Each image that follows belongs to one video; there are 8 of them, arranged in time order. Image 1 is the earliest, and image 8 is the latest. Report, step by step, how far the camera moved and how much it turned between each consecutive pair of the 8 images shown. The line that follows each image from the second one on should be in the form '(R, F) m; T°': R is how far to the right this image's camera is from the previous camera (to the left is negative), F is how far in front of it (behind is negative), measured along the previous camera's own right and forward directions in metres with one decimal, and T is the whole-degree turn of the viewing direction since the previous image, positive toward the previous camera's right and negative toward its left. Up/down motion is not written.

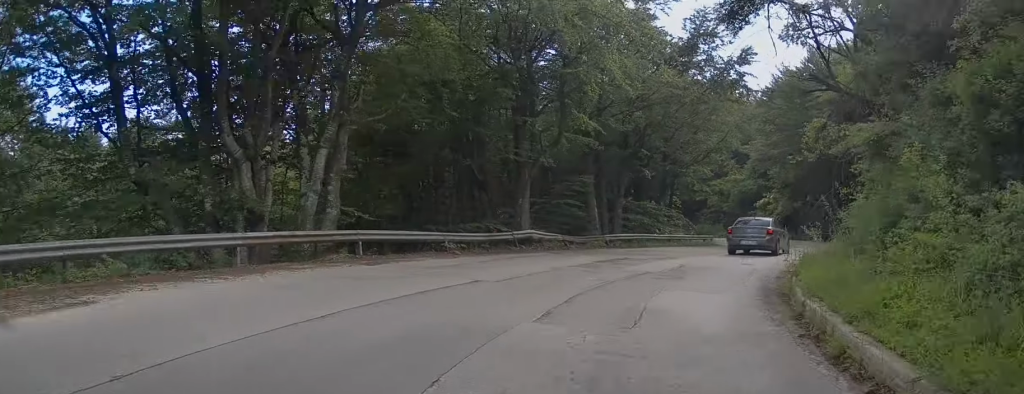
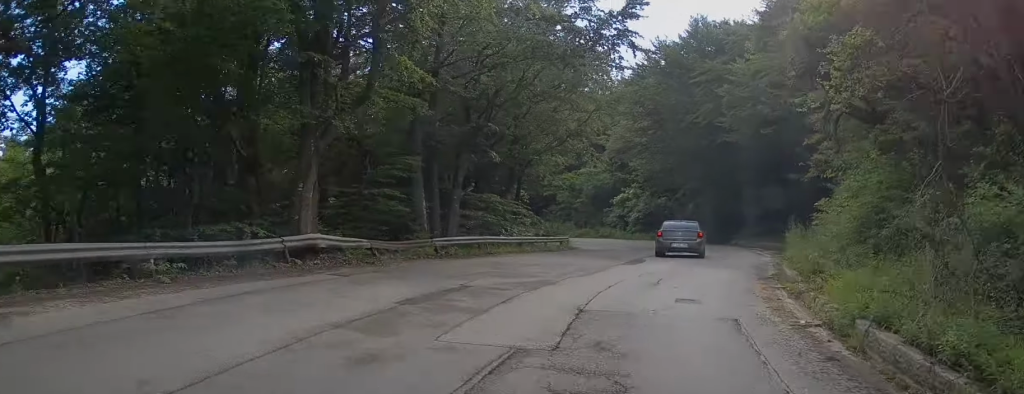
(+0.2, +8.0) m; +9°
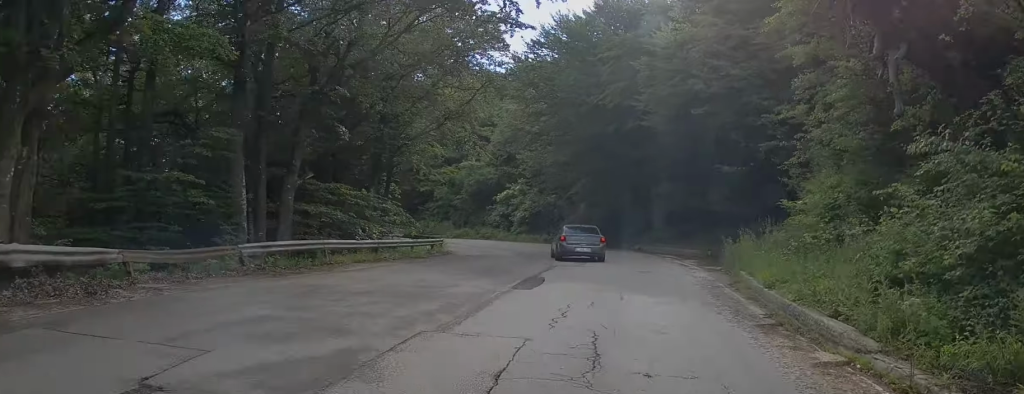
(+0.8, +6.0) m; +7°
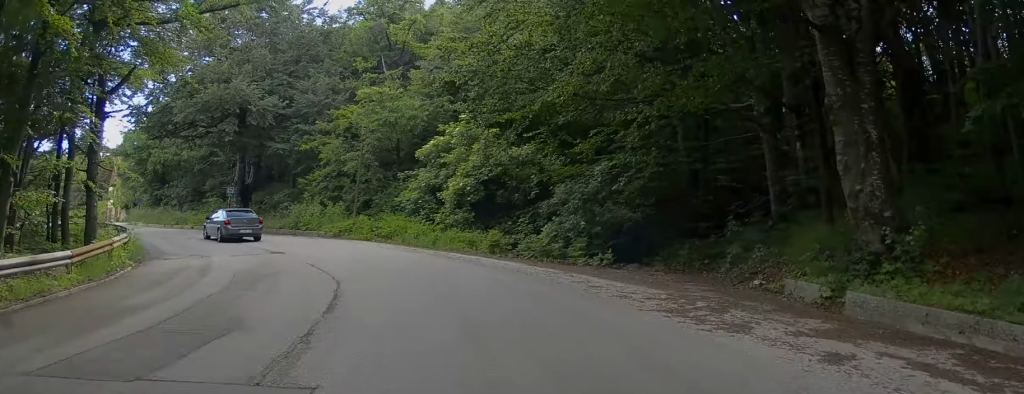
(+1.5, +27.6) m; -4°
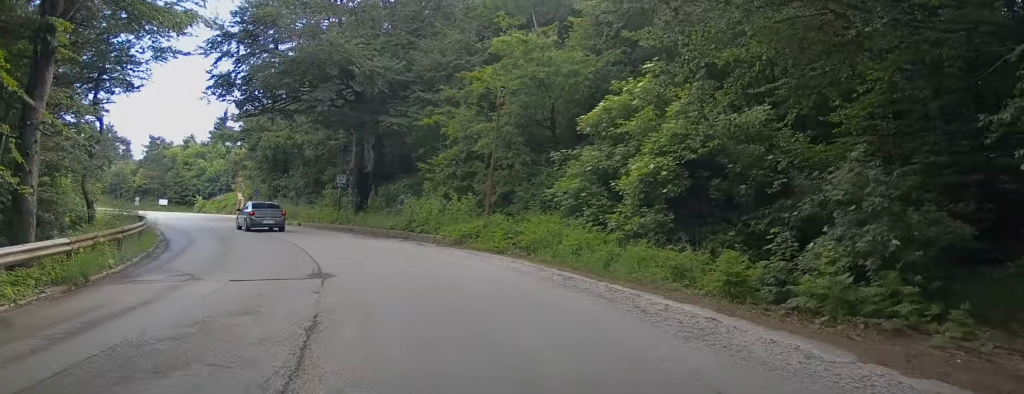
(-0.6, +8.9) m; -11°
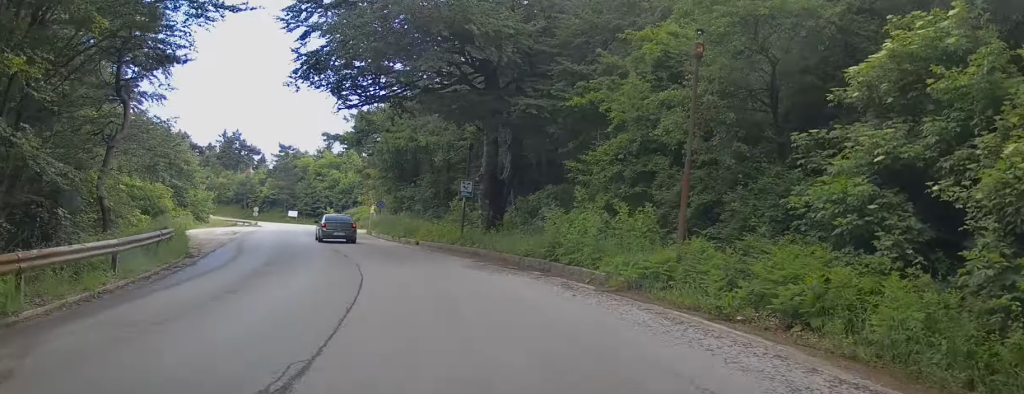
(-0.6, +7.6) m; -10°
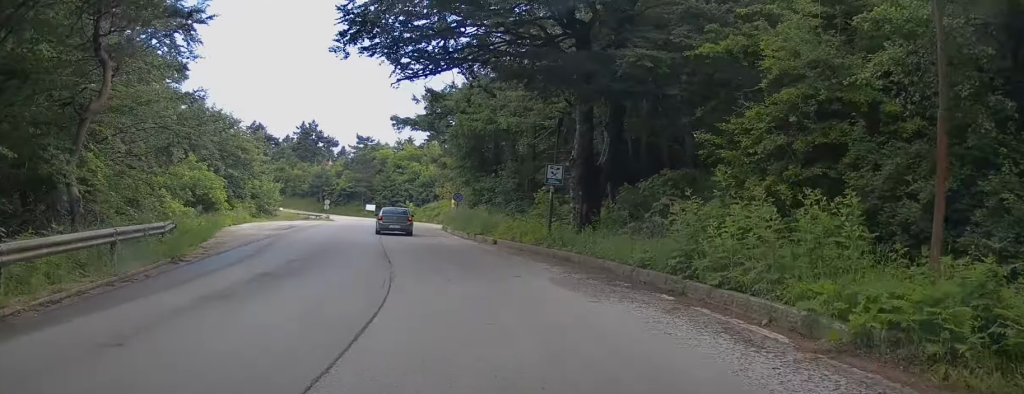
(-0.7, +5.1) m; -5°
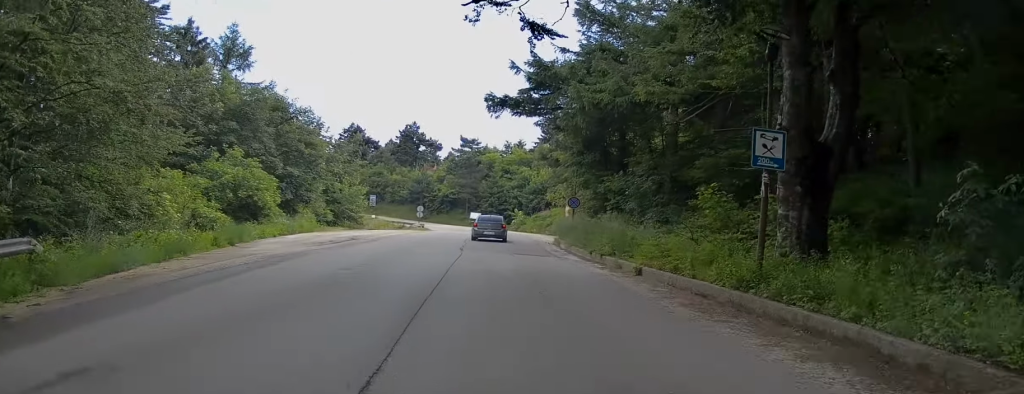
(-0.4, +10.1) m; -4°
